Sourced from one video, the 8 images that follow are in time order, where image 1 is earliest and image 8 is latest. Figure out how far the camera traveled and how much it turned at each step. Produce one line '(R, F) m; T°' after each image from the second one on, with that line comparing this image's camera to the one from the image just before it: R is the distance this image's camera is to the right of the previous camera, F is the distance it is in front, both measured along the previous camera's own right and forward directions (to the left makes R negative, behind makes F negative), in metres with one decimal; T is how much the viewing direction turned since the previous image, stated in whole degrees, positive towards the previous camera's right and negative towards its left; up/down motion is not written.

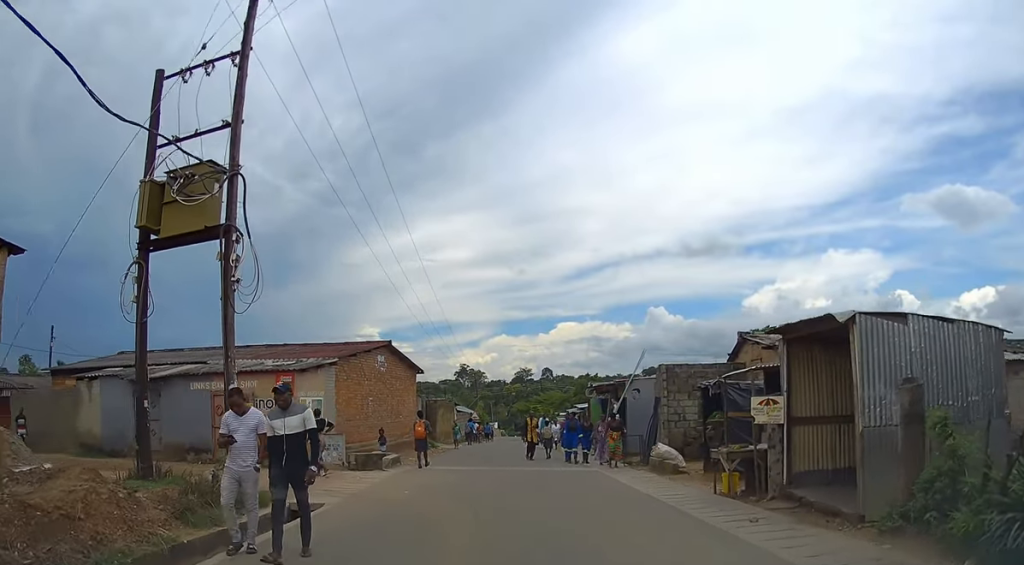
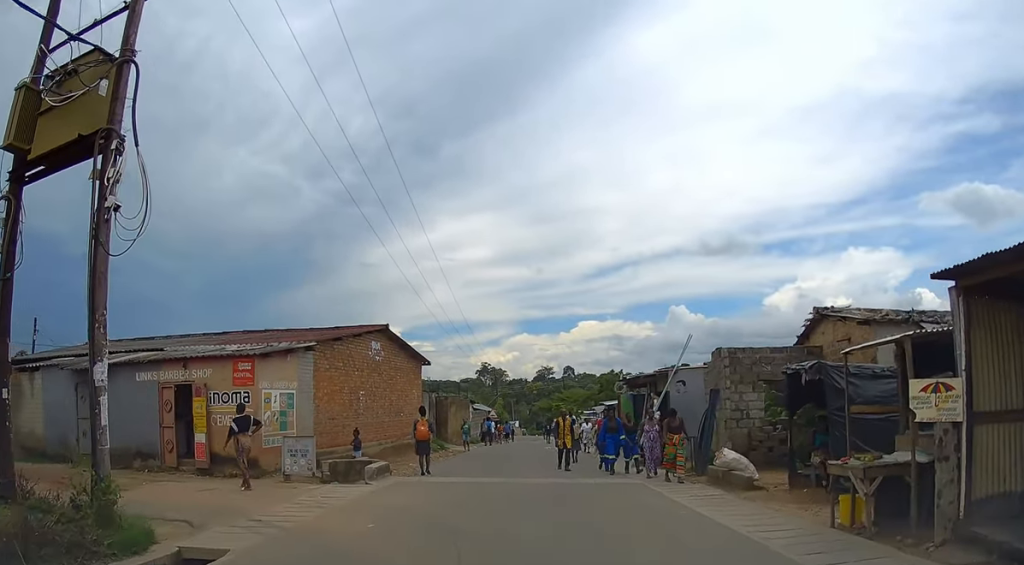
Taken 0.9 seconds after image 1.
(-0.1, +4.6) m; -2°
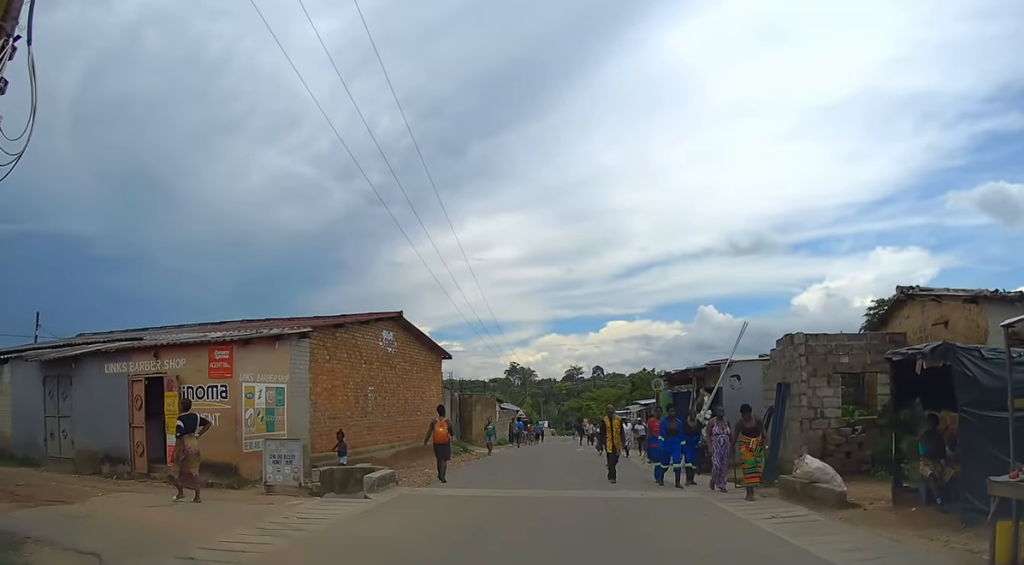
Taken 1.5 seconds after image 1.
(0.0, +2.9) m; -1°
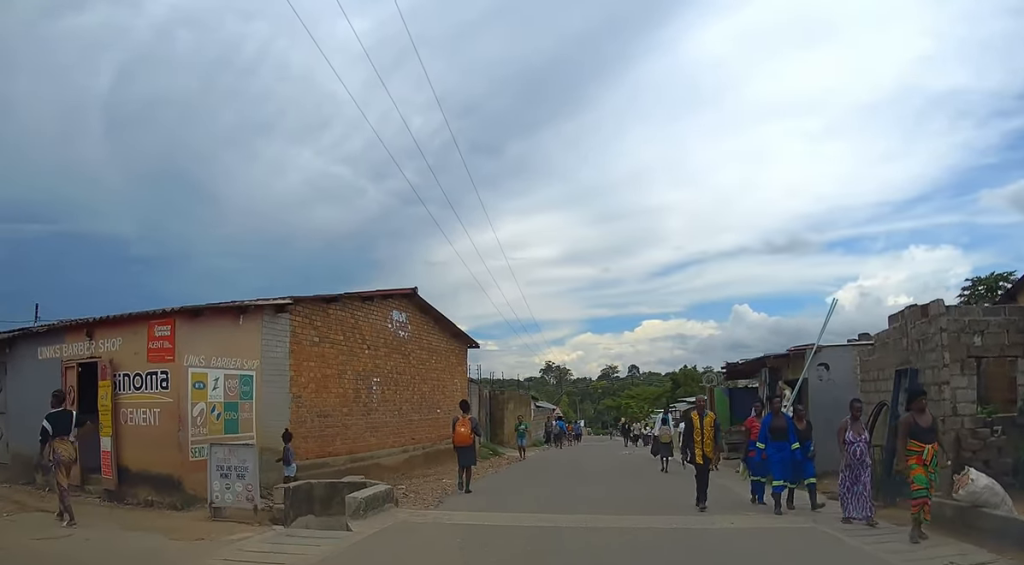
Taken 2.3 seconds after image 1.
(0.0, +3.7) m; -2°
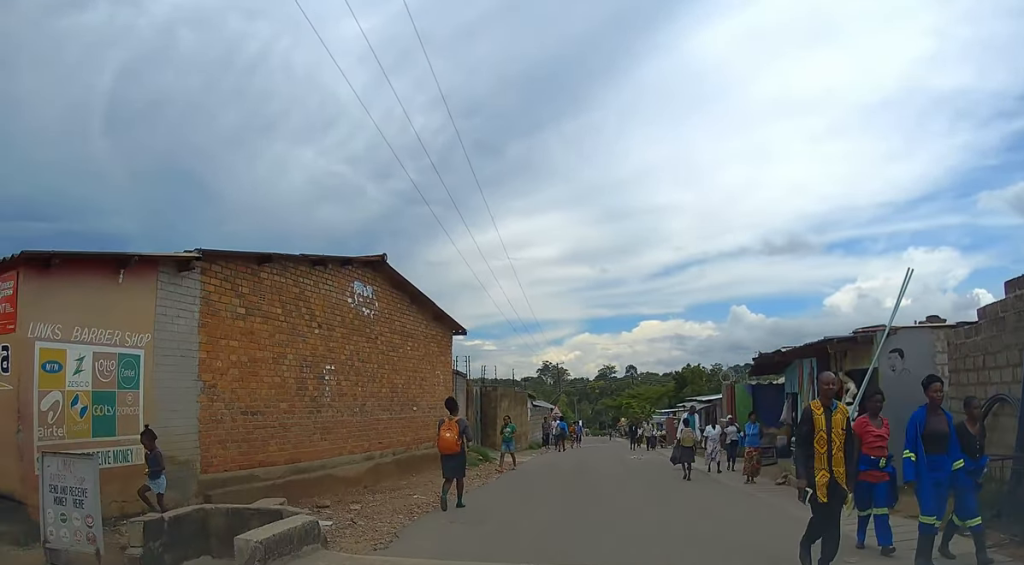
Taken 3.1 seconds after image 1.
(-0.2, +3.6) m; +2°
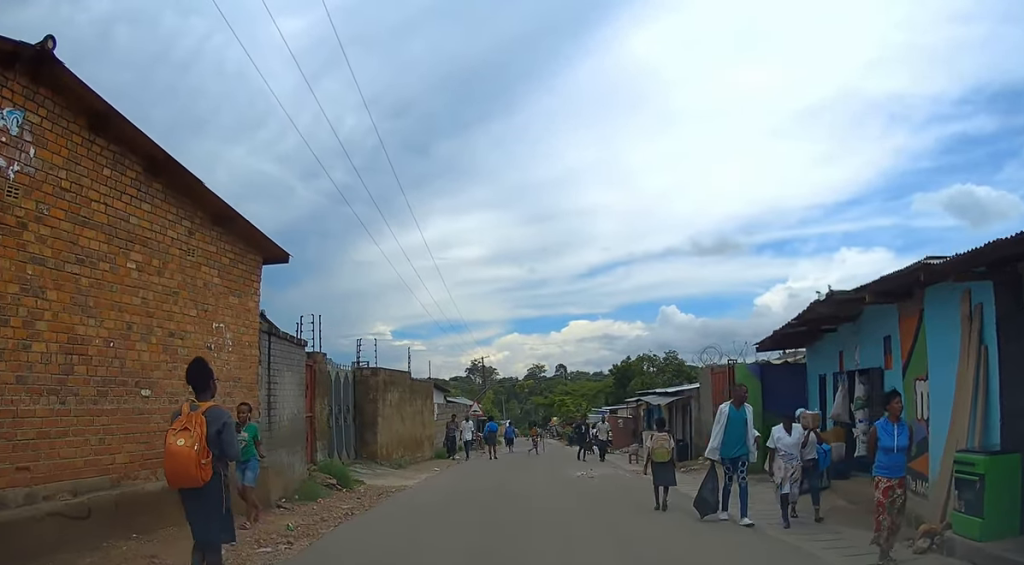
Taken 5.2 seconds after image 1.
(+0.6, +8.5) m; +1°
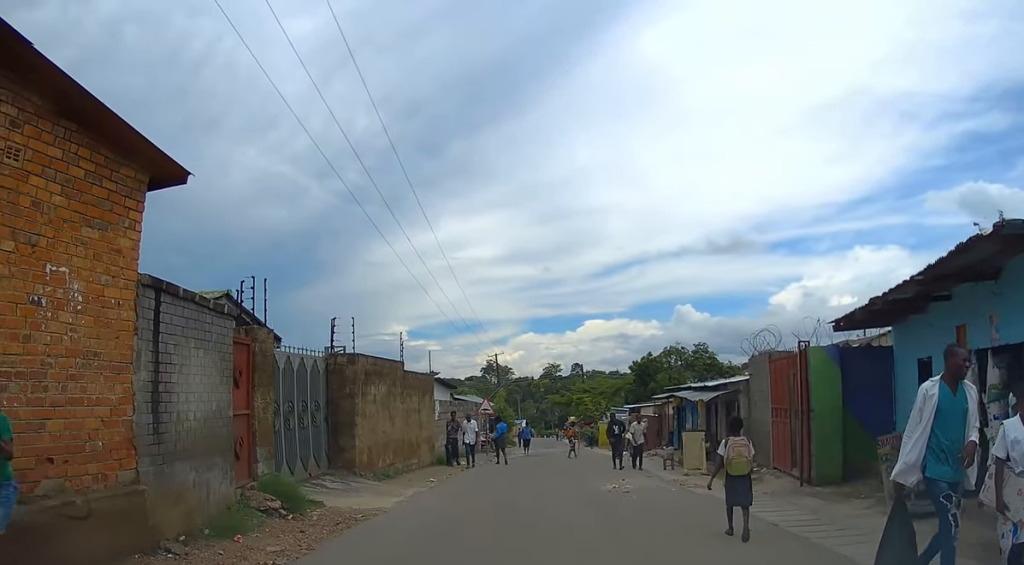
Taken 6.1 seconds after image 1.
(-0.1, +3.5) m; 0°
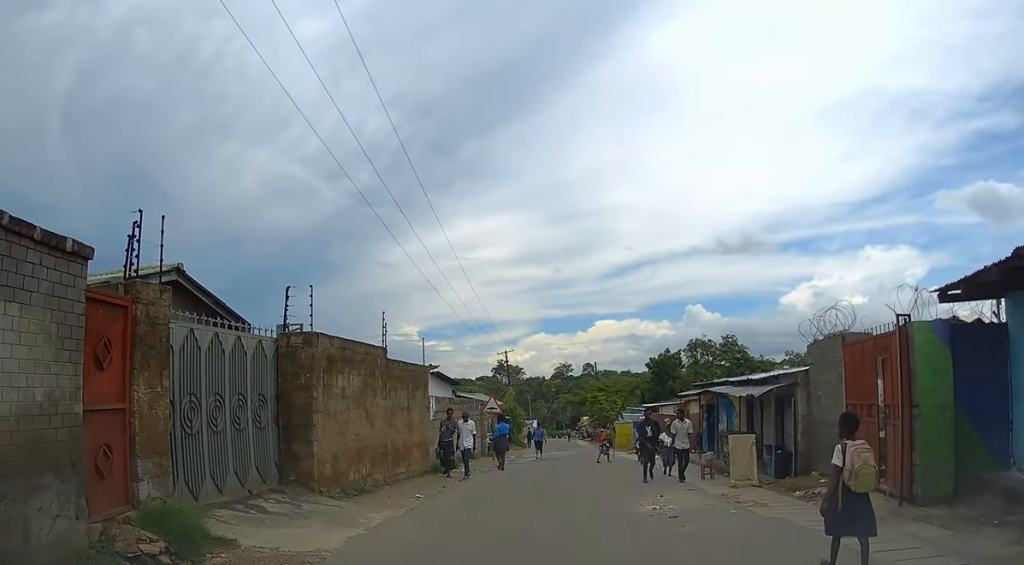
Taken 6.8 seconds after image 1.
(+0.1, +3.4) m; +1°
